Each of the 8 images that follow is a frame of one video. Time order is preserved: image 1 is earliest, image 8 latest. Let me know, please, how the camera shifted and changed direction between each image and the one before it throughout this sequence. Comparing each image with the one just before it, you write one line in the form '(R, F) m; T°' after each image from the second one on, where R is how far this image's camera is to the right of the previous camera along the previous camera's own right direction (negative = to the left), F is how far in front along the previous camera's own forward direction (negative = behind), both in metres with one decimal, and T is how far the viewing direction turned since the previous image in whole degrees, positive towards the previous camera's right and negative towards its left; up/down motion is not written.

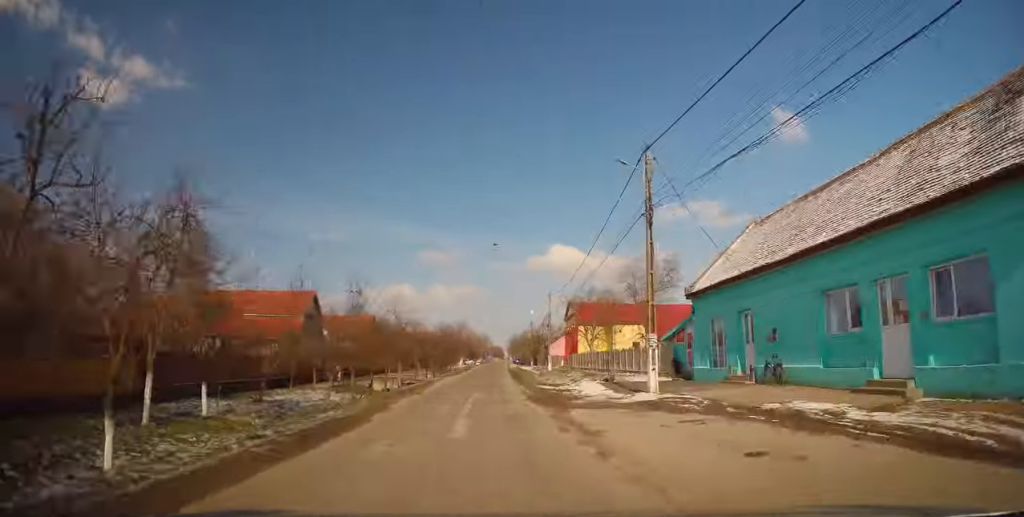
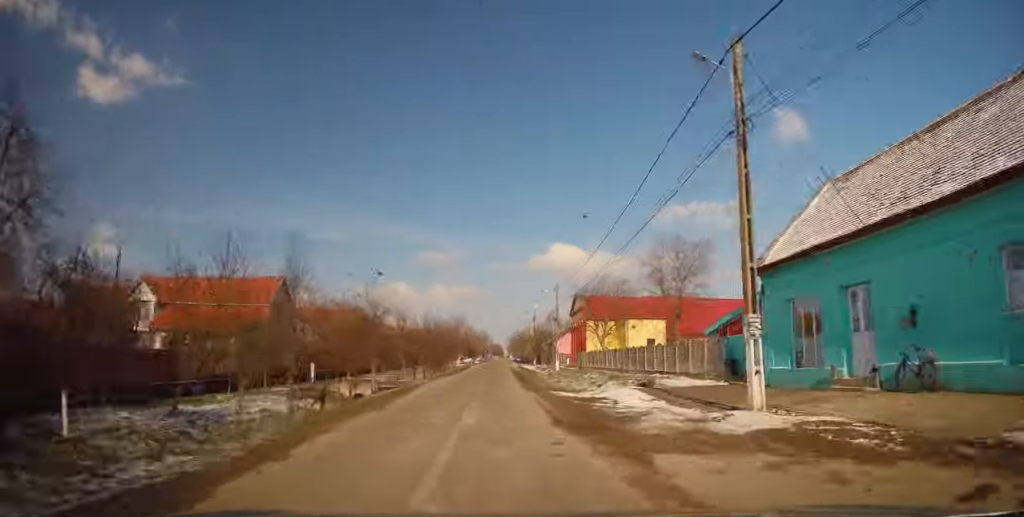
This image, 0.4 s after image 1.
(+0.1, +6.7) m; +1°
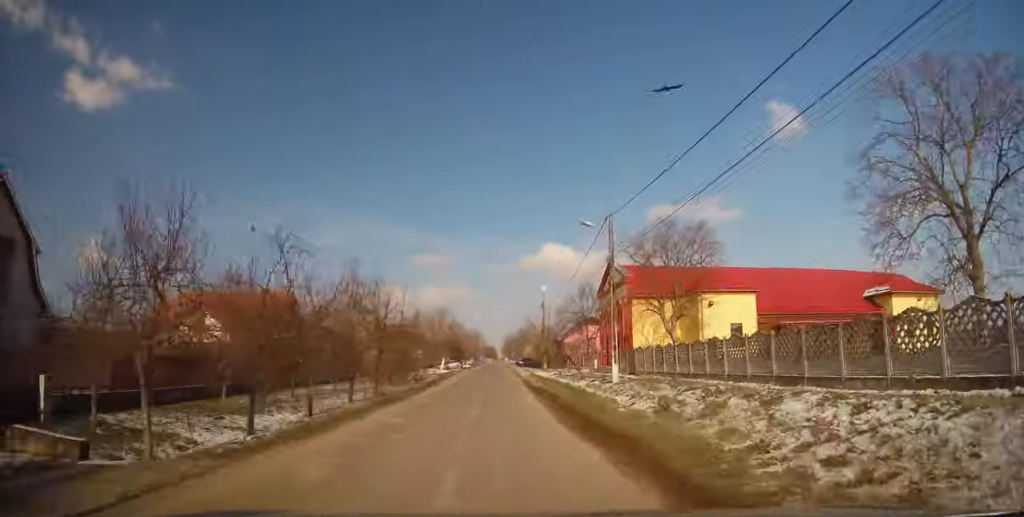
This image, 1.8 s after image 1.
(+0.1, +24.9) m; +1°
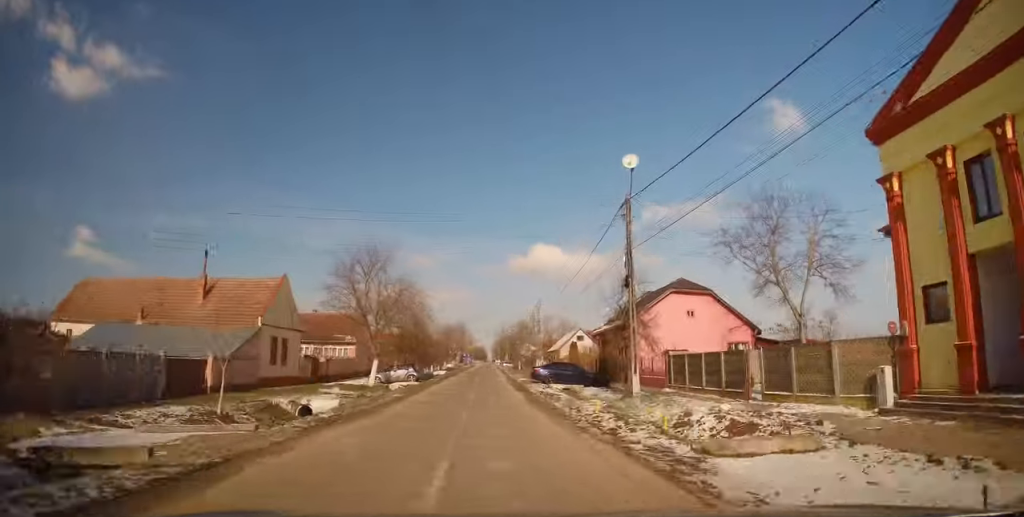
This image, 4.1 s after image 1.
(+0.2, +41.8) m; 0°
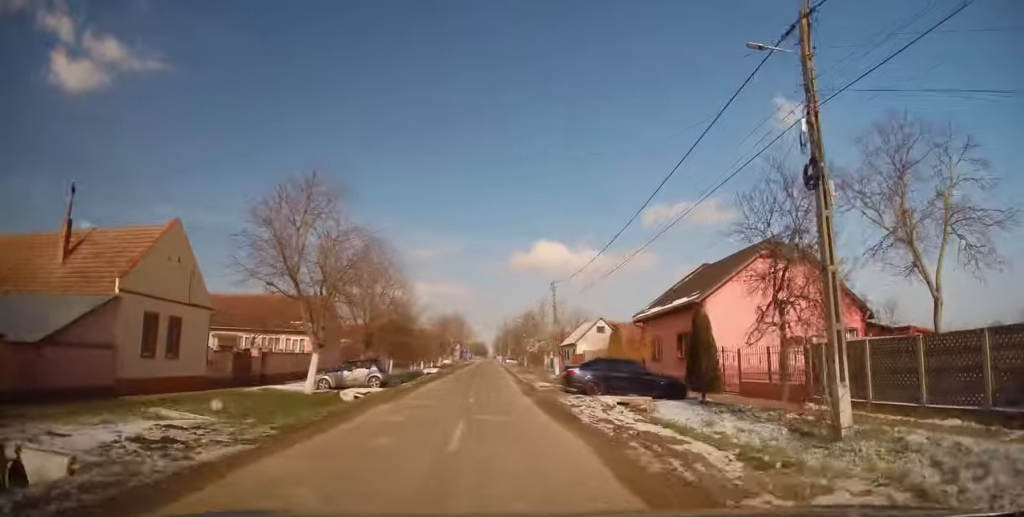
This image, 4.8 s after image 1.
(0.0, +13.1) m; 0°
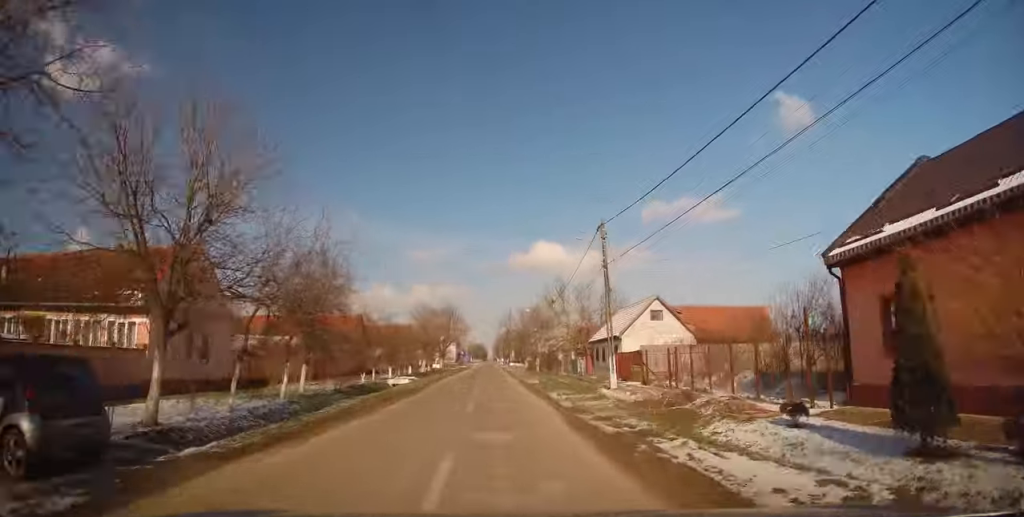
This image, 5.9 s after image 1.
(+0.2, +20.7) m; +1°
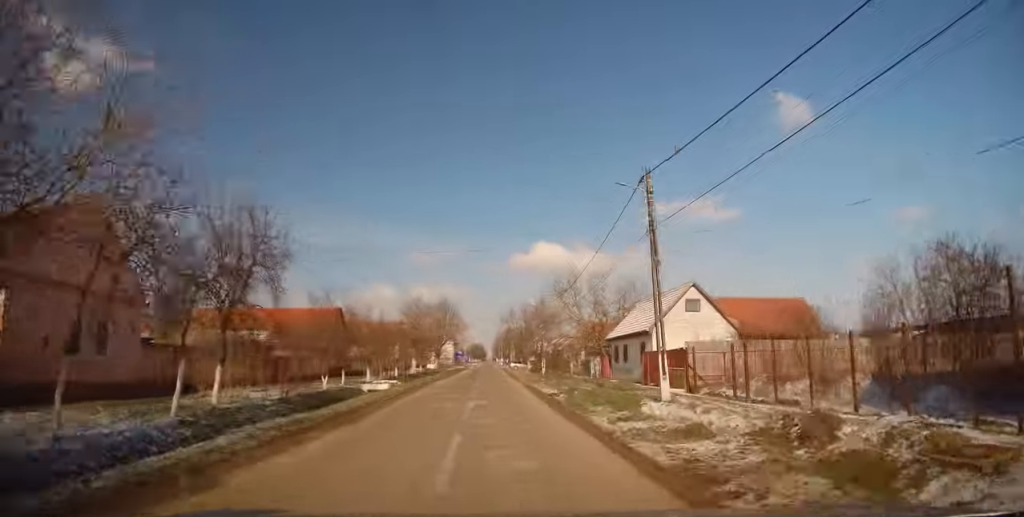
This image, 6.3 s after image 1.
(+0.1, +7.6) m; 0°
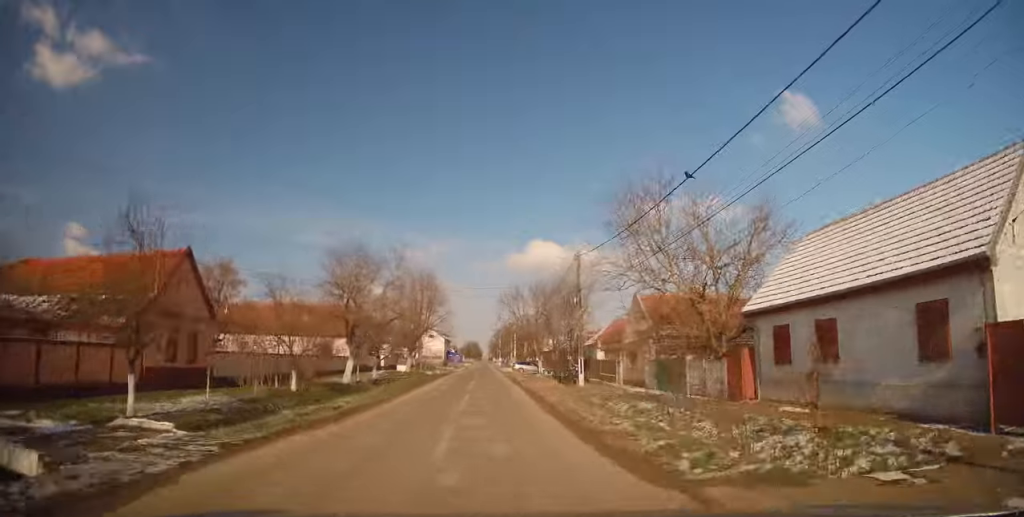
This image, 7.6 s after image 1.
(-0.3, +24.8) m; -1°
